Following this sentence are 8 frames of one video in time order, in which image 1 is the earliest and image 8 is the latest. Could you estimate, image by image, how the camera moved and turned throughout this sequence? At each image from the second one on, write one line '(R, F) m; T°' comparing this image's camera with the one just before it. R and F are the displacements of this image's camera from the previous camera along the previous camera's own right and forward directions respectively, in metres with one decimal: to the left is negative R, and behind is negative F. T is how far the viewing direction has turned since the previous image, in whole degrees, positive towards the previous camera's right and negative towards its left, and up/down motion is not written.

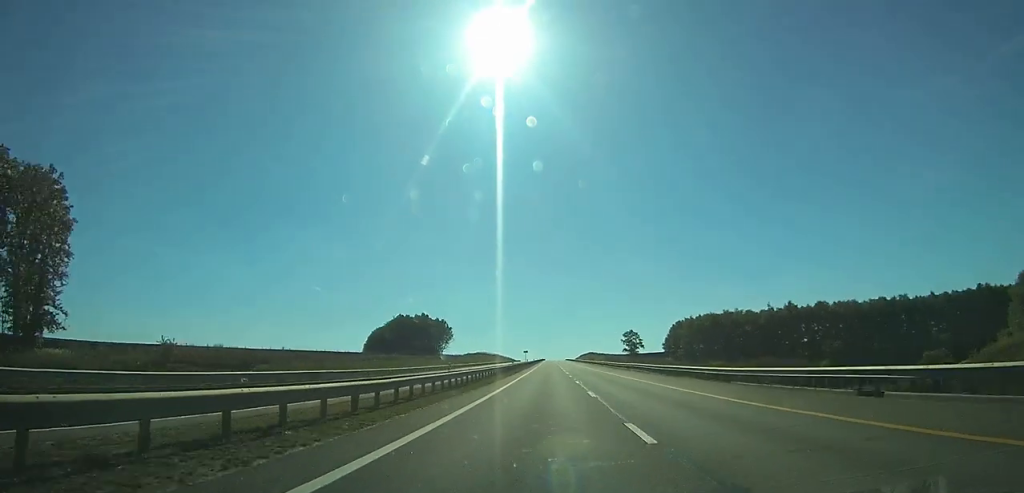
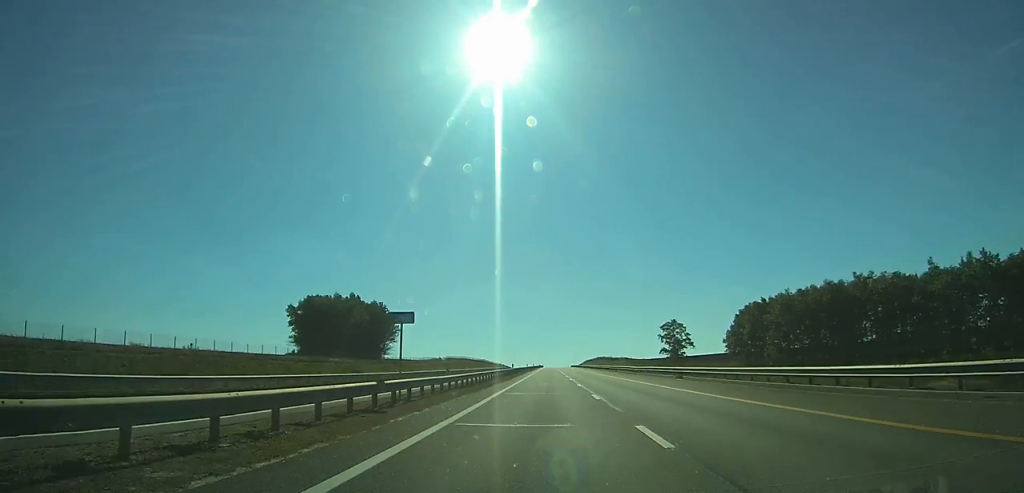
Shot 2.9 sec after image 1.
(+0.1, +96.8) m; 0°
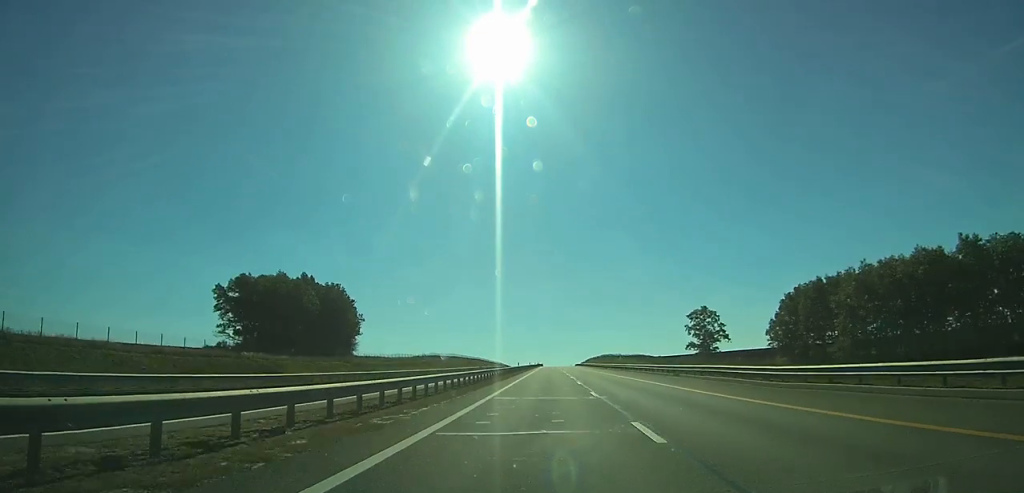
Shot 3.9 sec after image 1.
(+0.1, +35.5) m; 0°
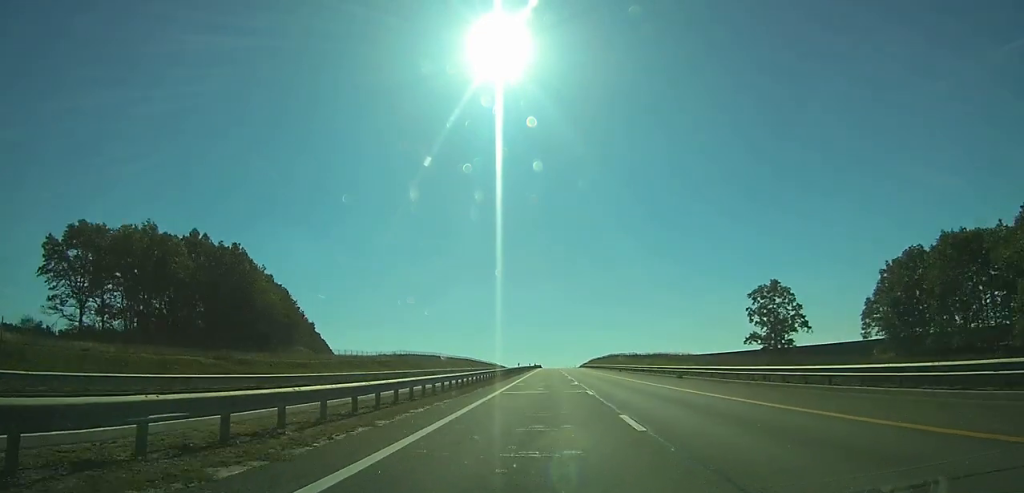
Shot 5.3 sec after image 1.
(+0.1, +46.4) m; 0°
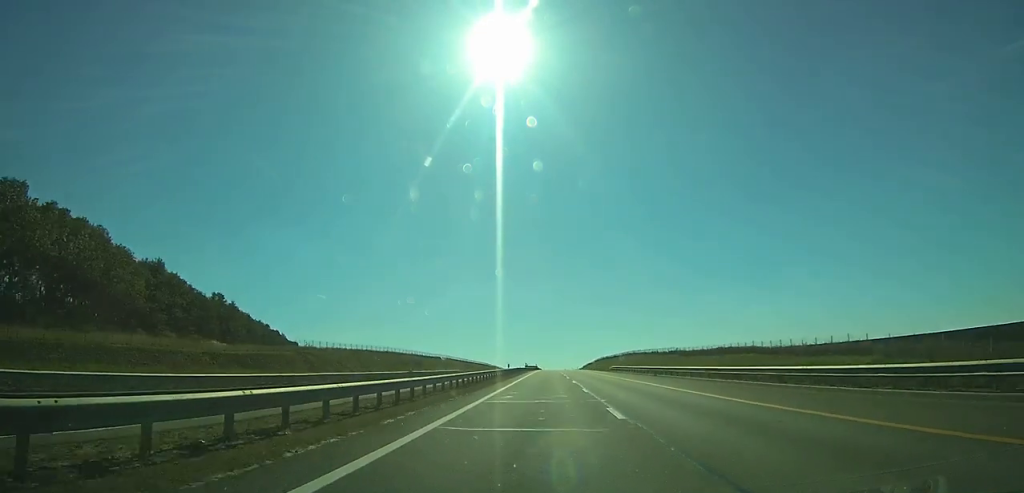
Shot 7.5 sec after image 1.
(-0.1, +69.8) m; 0°
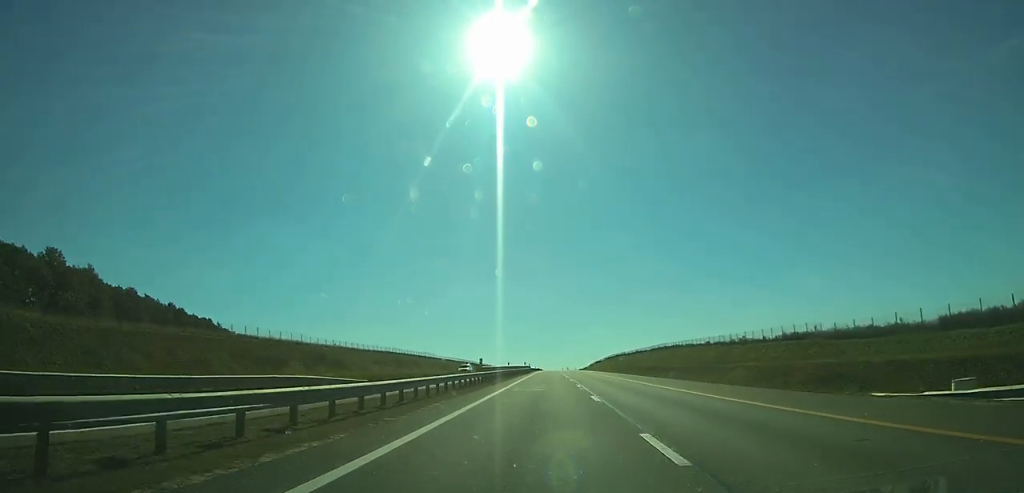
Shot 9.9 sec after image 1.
(-0.1, +77.7) m; 0°
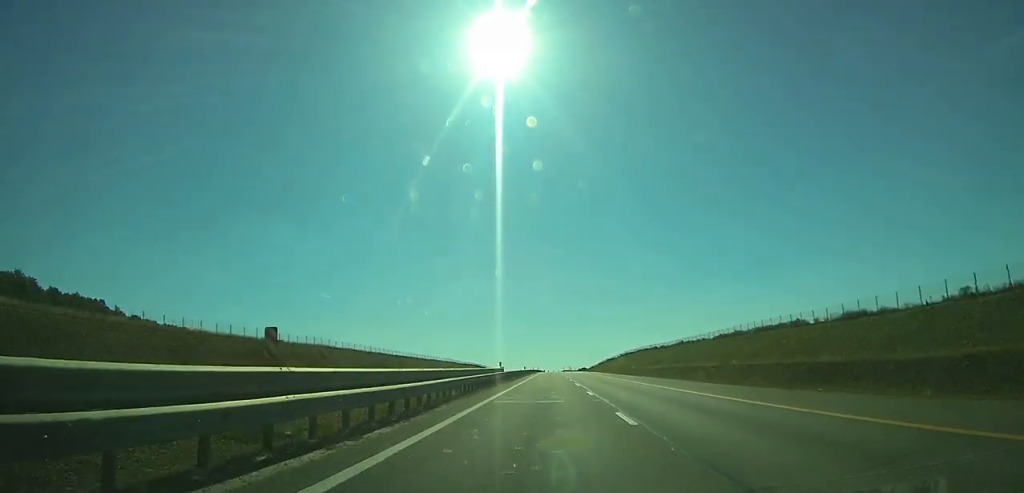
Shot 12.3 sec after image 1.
(0.0, +79.2) m; 0°
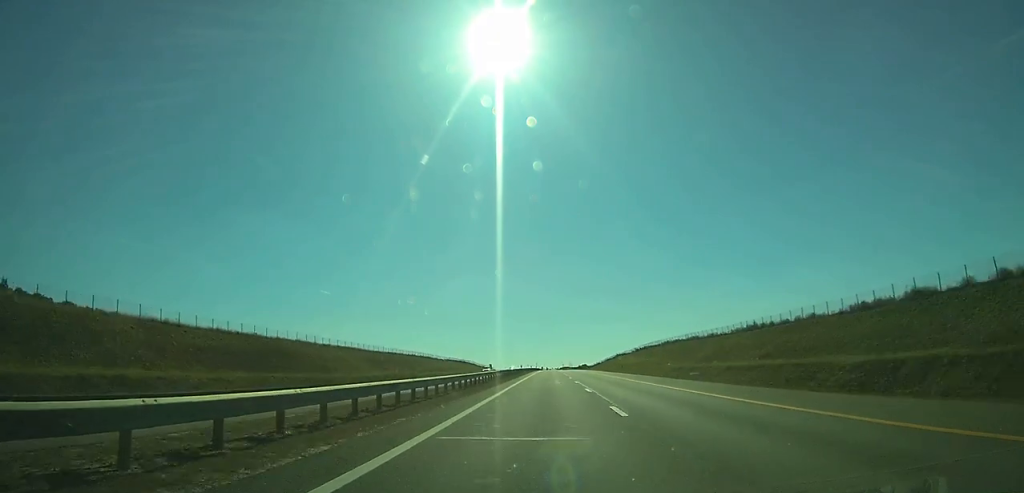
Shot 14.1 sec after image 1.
(-0.1, +57.7) m; 0°
